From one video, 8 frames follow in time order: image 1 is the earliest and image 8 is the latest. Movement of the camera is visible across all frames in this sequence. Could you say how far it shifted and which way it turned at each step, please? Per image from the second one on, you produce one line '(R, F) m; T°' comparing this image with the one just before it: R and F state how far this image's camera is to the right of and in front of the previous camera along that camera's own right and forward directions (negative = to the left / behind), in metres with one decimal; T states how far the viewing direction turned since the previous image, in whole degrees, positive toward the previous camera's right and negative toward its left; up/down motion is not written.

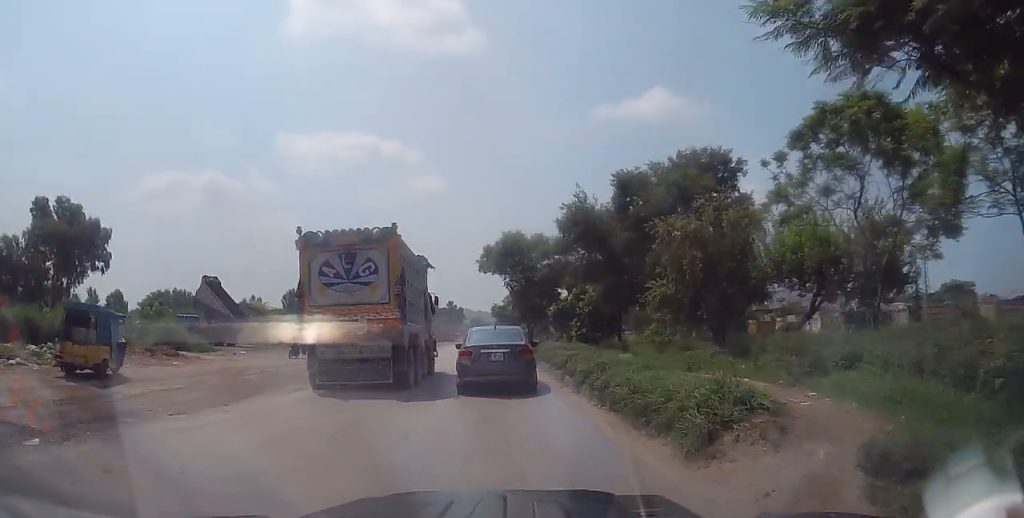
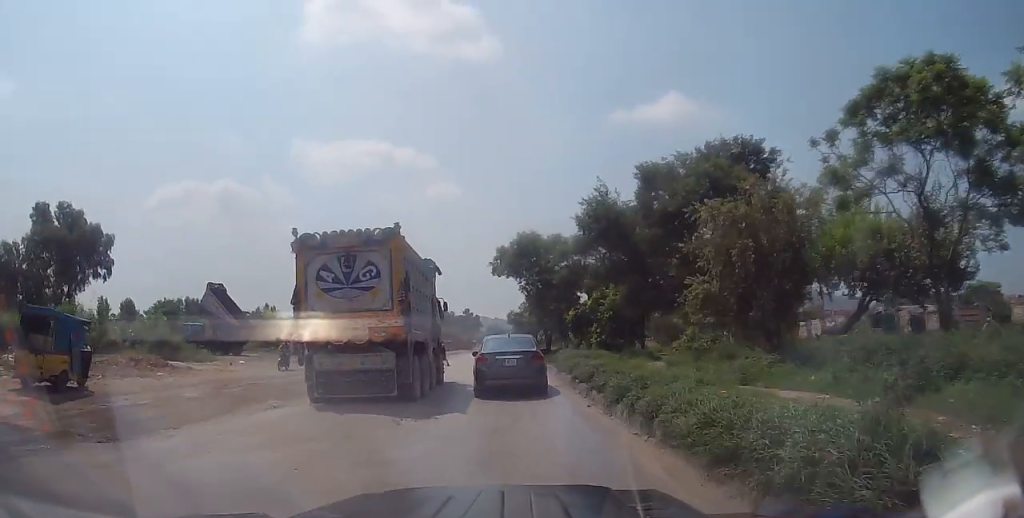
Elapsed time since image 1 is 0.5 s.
(-0.1, +2.5) m; +3°
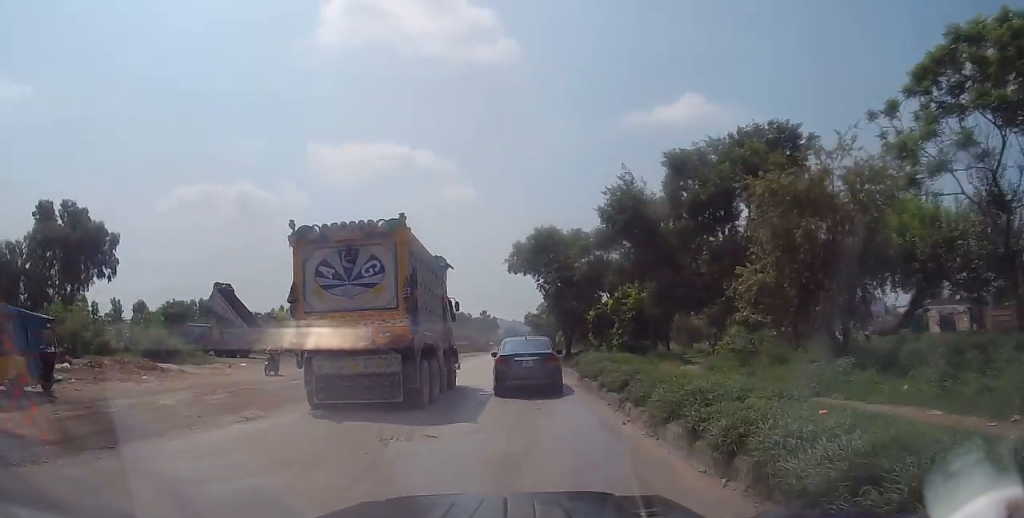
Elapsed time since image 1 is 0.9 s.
(+0.1, +2.3) m; +1°
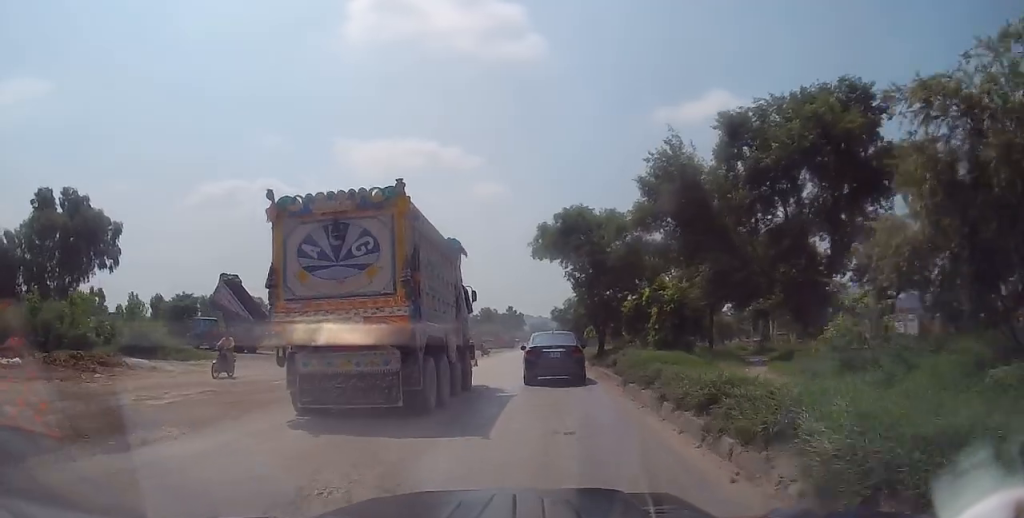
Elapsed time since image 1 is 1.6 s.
(+0.3, +4.1) m; 0°
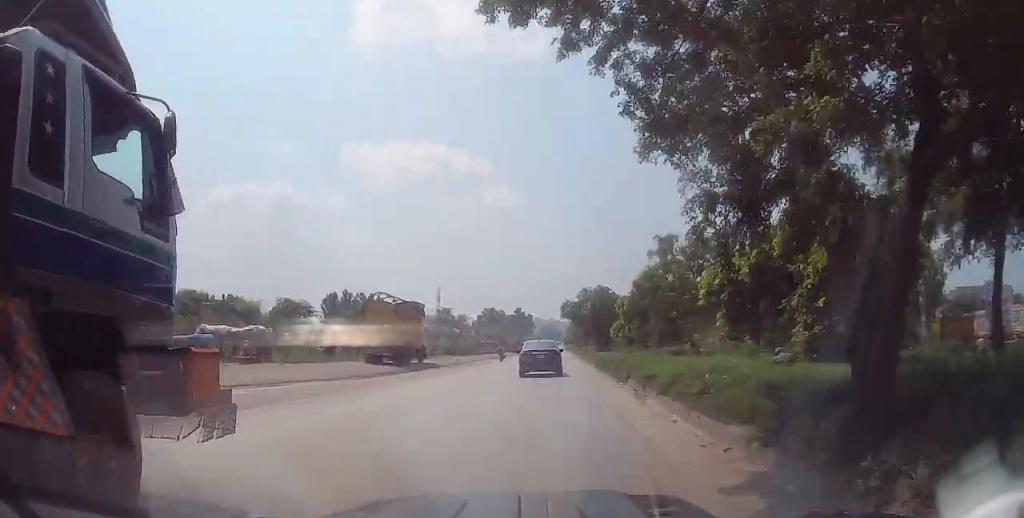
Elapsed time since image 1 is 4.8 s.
(-2.2, +22.1) m; -4°
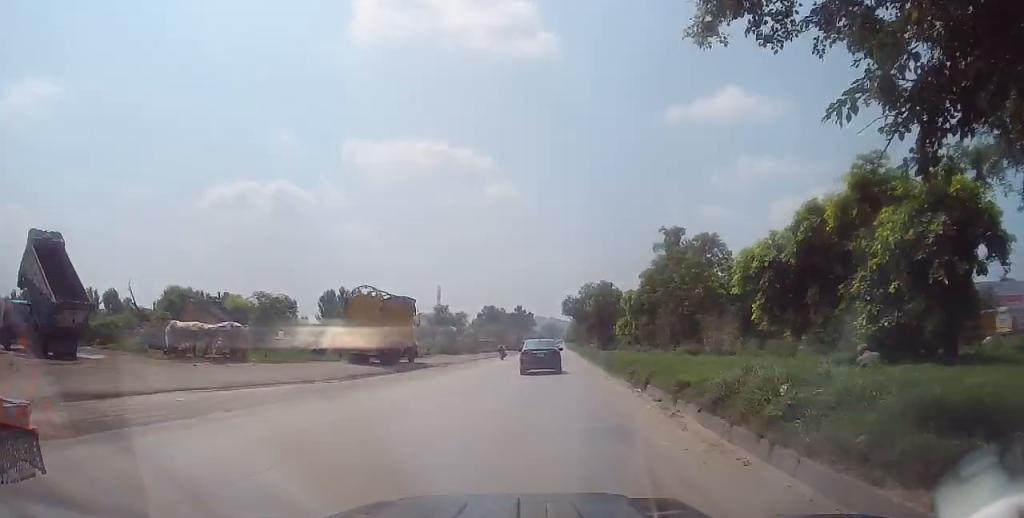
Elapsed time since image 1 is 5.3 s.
(+0.1, +3.4) m; -1°
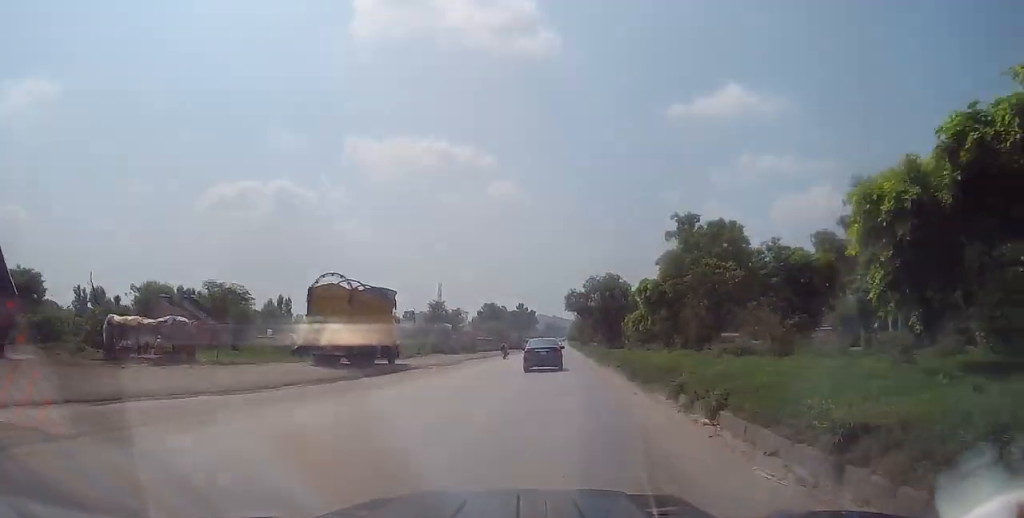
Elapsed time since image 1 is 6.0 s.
(-0.1, +5.9) m; 0°
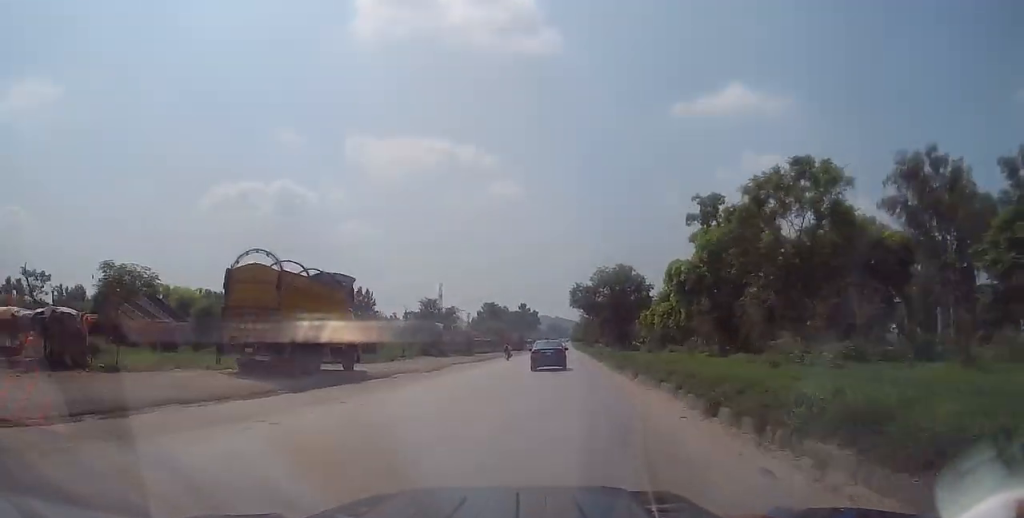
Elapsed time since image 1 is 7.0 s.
(0.0, +8.7) m; +1°
